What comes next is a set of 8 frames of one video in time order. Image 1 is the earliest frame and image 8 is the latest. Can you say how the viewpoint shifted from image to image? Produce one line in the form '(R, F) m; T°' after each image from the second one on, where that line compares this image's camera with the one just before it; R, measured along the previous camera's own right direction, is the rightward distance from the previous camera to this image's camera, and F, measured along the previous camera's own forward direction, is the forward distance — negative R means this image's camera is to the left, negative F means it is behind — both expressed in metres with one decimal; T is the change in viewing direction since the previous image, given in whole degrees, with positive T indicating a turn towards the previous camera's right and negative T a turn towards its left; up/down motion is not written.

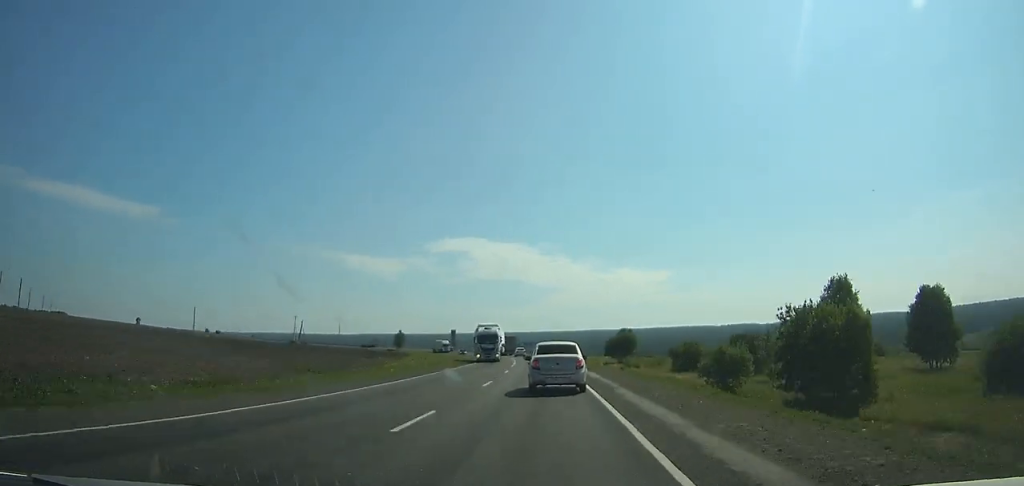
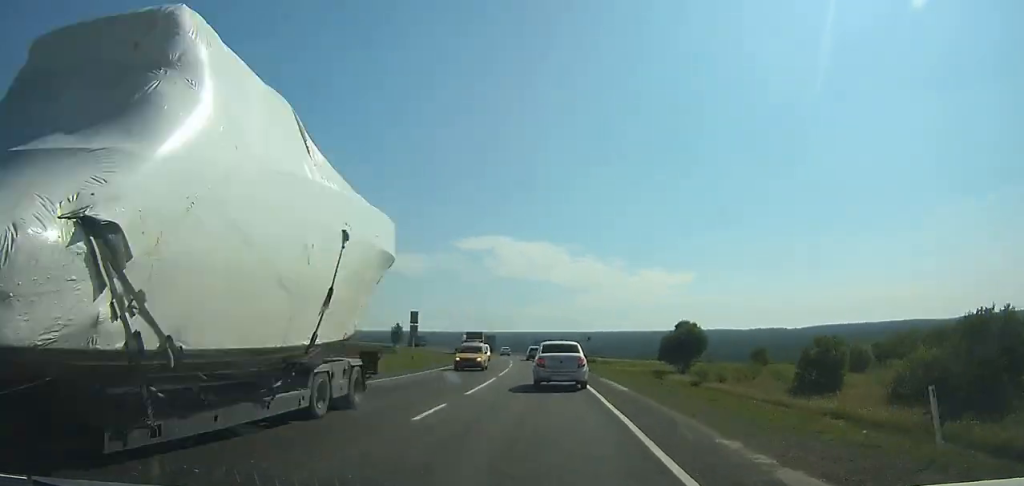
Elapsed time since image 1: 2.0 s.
(-0.8, +35.2) m; -3°
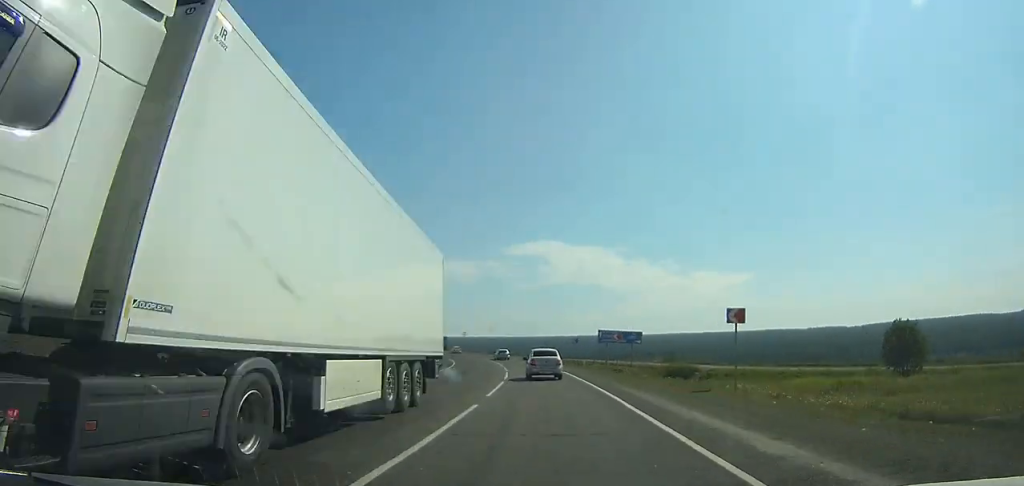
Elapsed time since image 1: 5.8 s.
(-3.0, +64.9) m; -7°
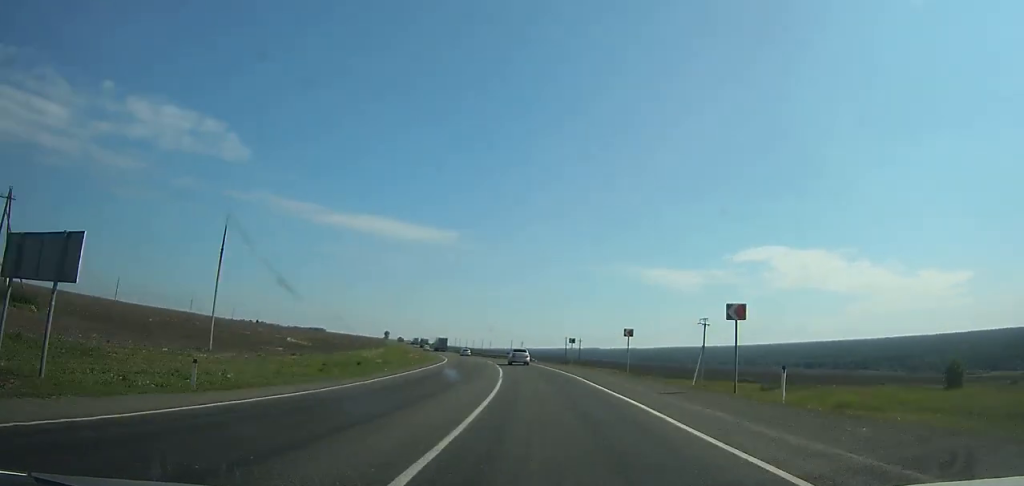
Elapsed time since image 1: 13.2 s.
(-22.5, +134.2) m; -21°
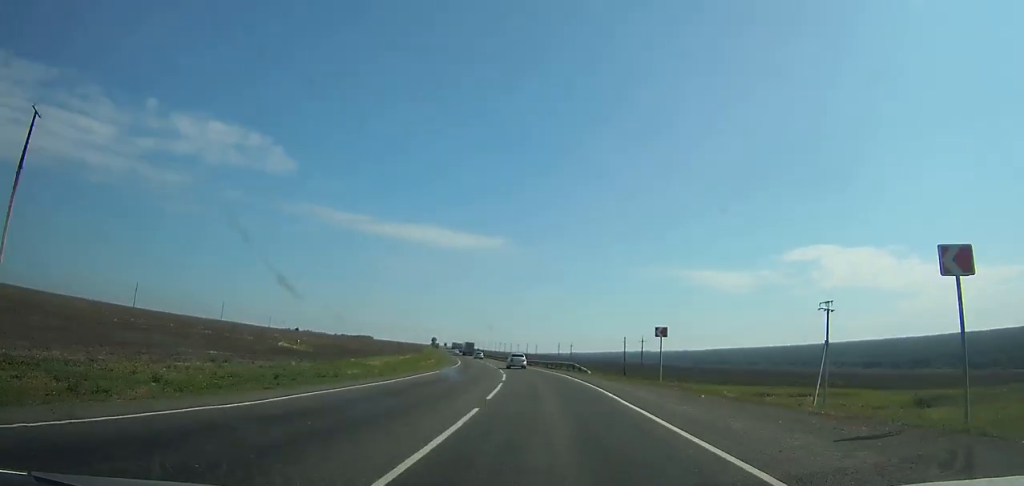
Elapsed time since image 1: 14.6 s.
(-1.3, +29.0) m; -5°
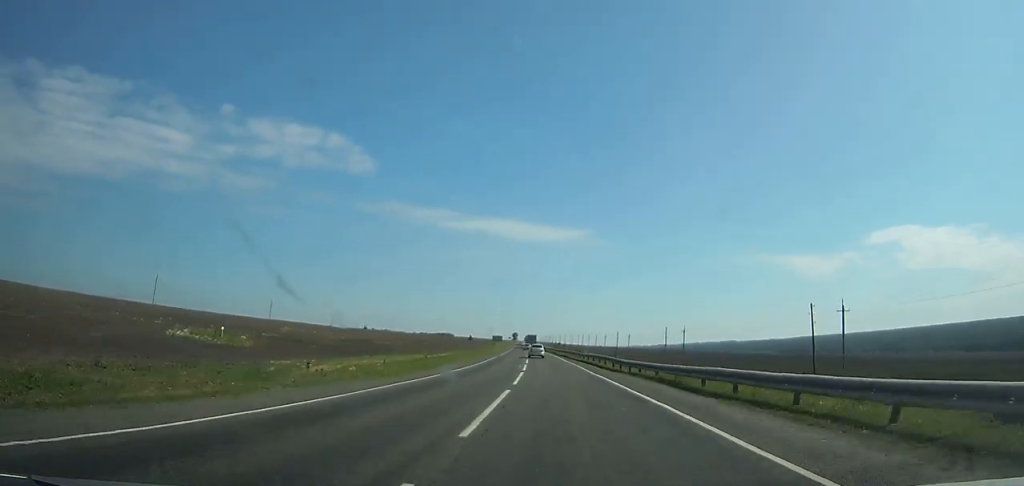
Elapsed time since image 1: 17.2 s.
(-4.3, +56.5) m; -6°
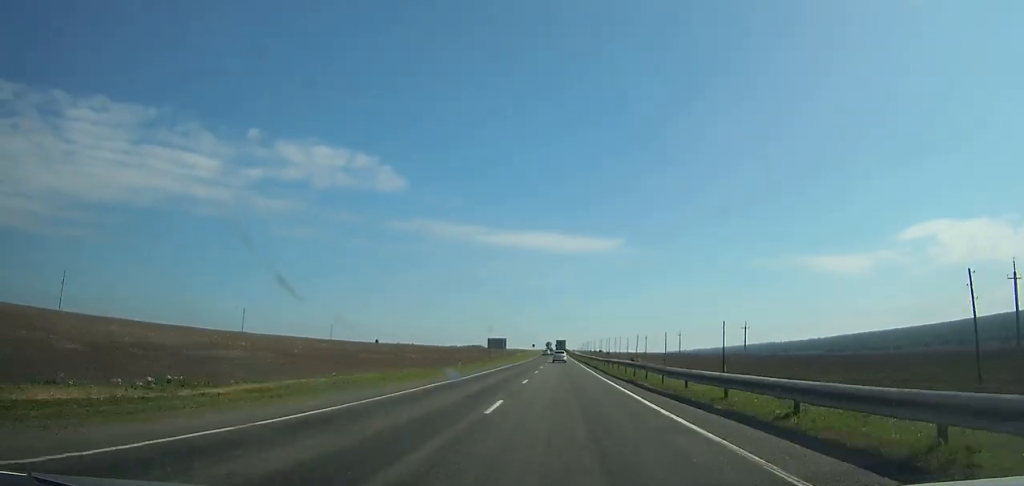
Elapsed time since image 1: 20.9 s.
(-4.6, +86.3) m; -4°
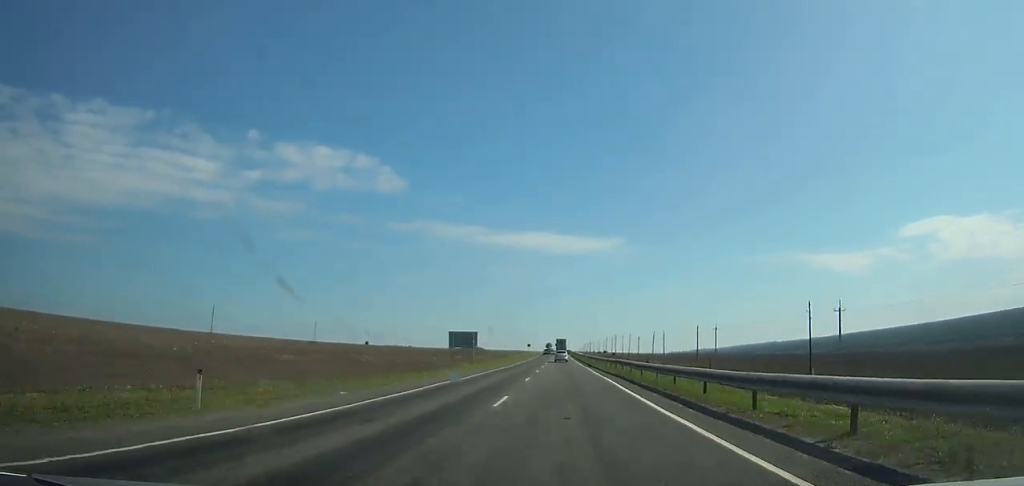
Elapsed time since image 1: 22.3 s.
(-0.2, +34.2) m; 0°
